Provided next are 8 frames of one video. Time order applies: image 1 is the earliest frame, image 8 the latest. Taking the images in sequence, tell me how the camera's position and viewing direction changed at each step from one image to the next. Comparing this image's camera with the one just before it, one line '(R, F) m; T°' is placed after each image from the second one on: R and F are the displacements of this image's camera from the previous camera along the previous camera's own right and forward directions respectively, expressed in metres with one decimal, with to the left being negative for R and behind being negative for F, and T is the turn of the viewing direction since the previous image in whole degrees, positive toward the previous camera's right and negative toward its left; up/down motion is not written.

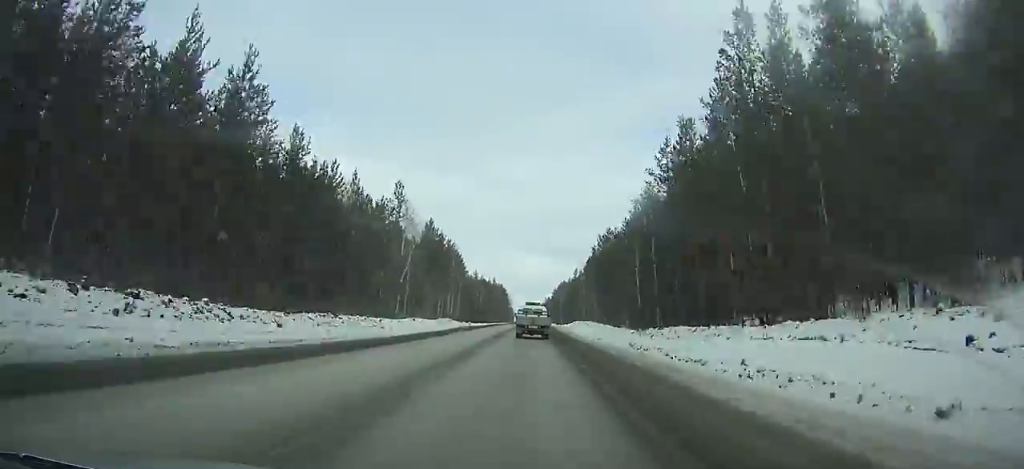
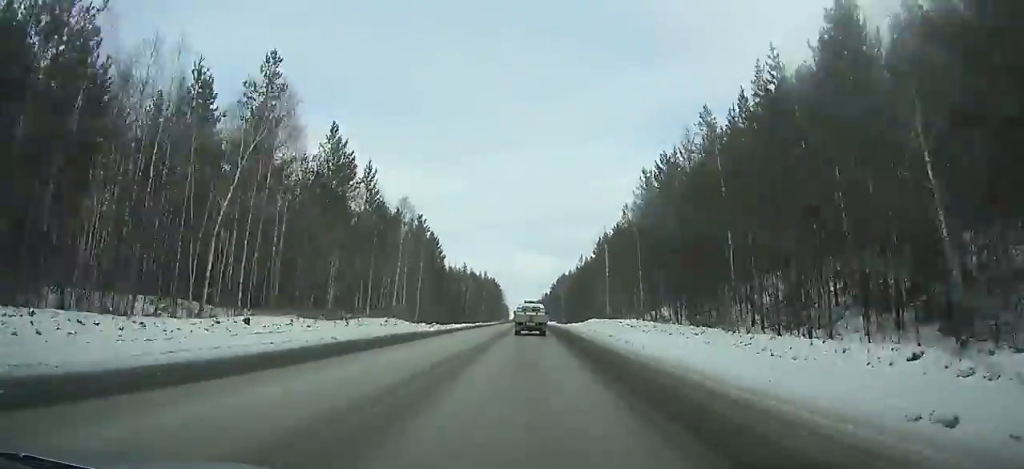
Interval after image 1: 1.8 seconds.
(0.0, +39.0) m; 0°
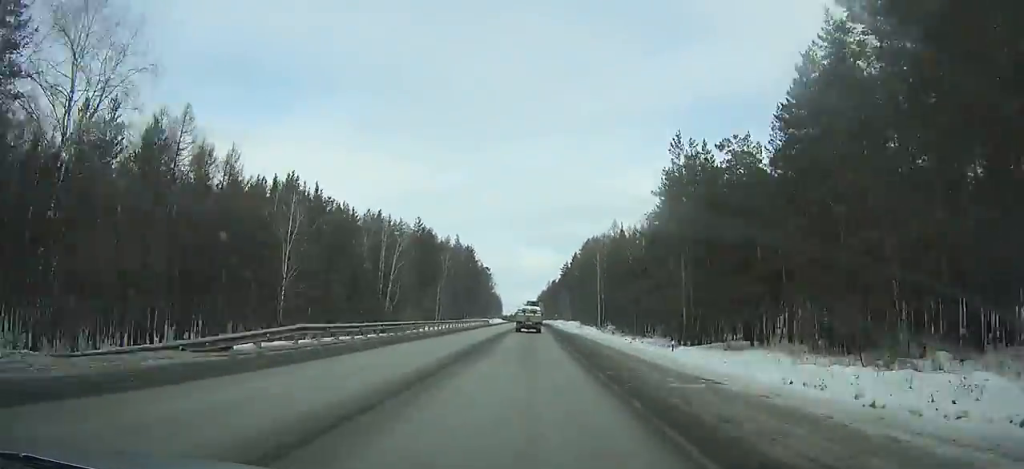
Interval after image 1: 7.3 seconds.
(+0.4, +122.9) m; 0°
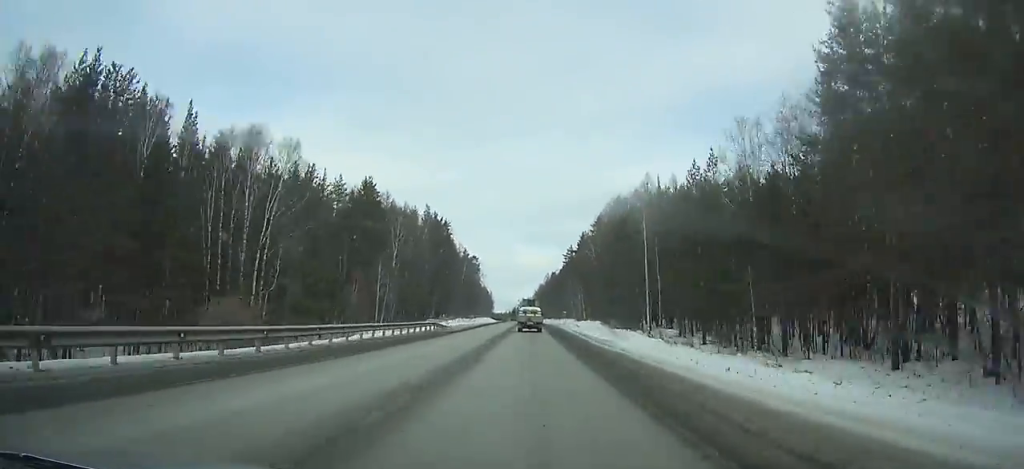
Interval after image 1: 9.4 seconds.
(+0.3, +48.5) m; 0°
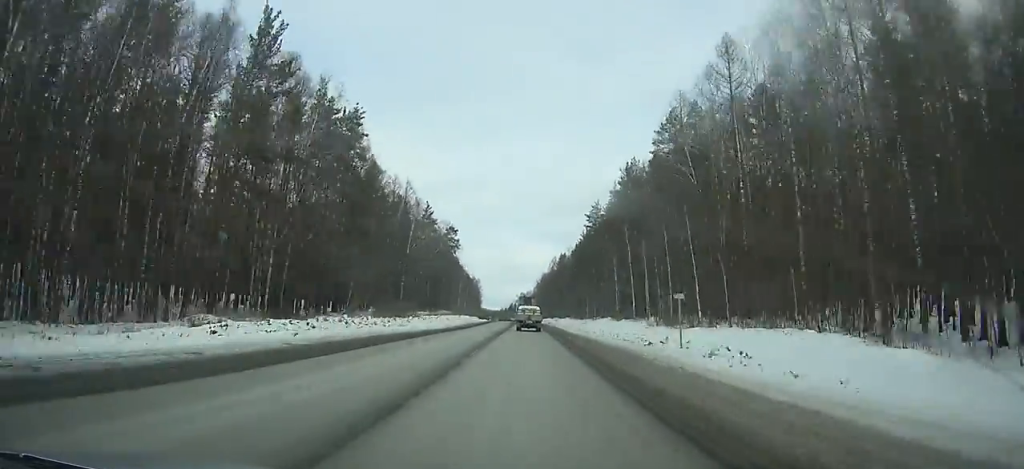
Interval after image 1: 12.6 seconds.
(+0.2, +74.7) m; 0°
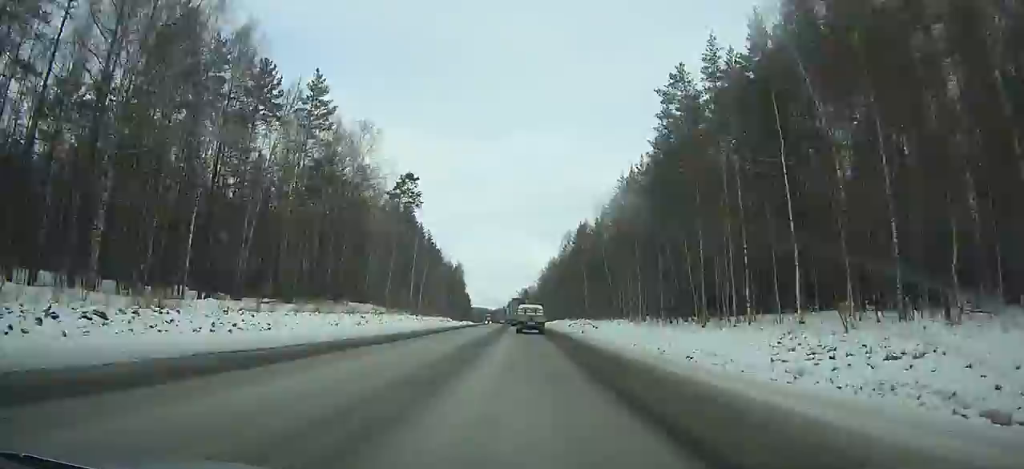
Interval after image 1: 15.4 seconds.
(-0.2, +65.1) m; -1°
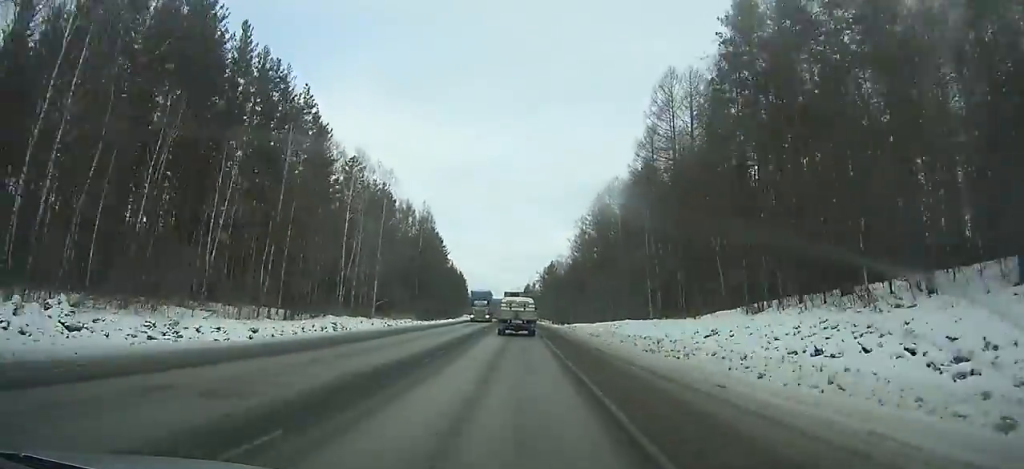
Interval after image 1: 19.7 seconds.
(-1.4, +97.3) m; -2°
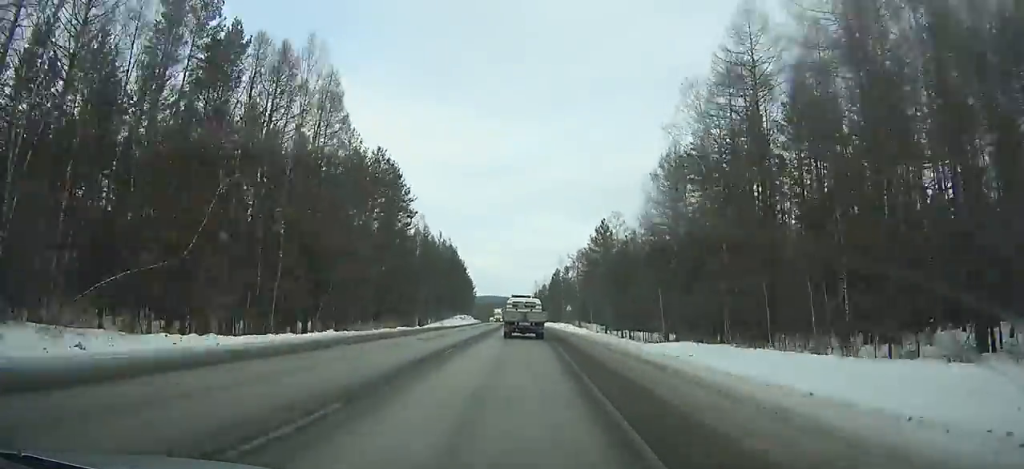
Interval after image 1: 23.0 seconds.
(-1.7, +71.2) m; -2°
